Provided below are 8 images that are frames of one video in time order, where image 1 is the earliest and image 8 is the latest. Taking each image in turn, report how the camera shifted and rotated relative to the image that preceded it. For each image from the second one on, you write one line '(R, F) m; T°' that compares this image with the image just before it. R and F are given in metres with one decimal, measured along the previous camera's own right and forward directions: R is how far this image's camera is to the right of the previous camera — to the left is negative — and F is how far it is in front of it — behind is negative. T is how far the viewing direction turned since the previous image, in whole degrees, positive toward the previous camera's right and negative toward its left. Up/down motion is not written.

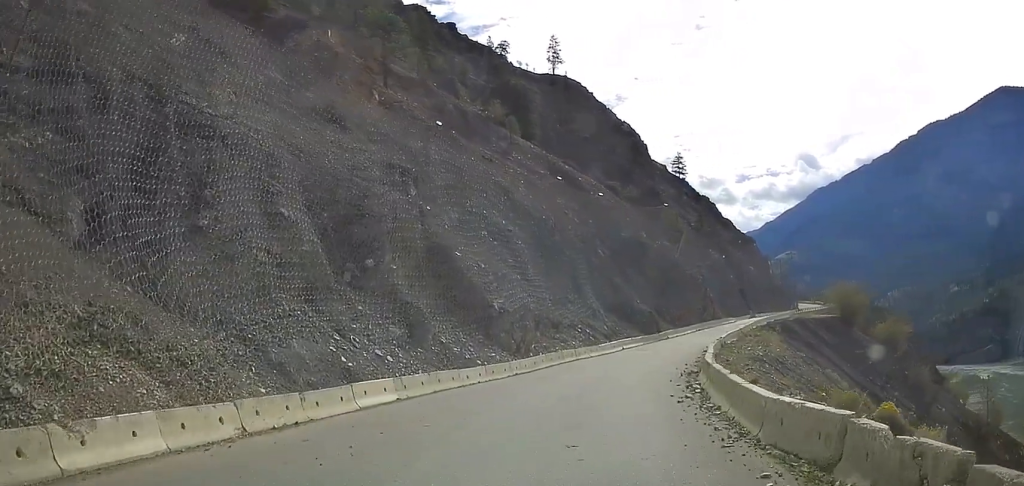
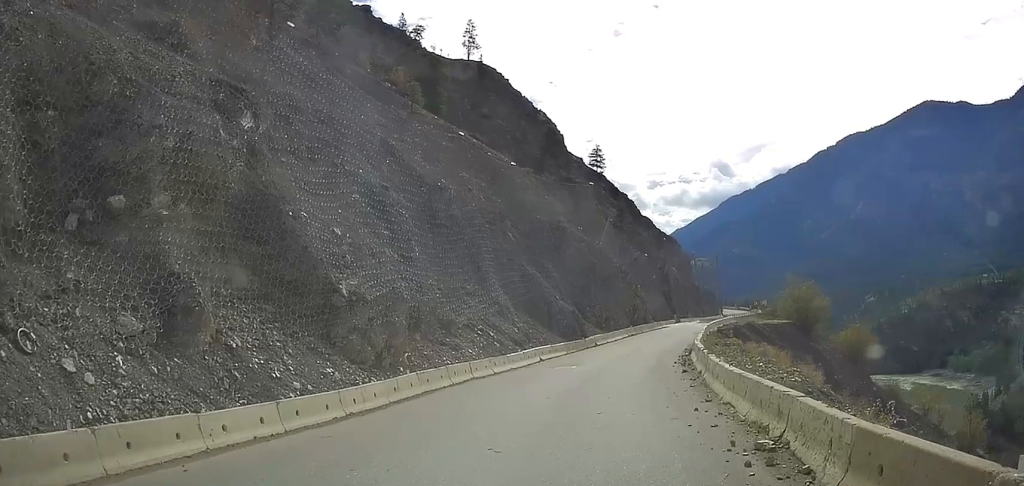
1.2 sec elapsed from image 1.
(+0.2, +13.5) m; +5°
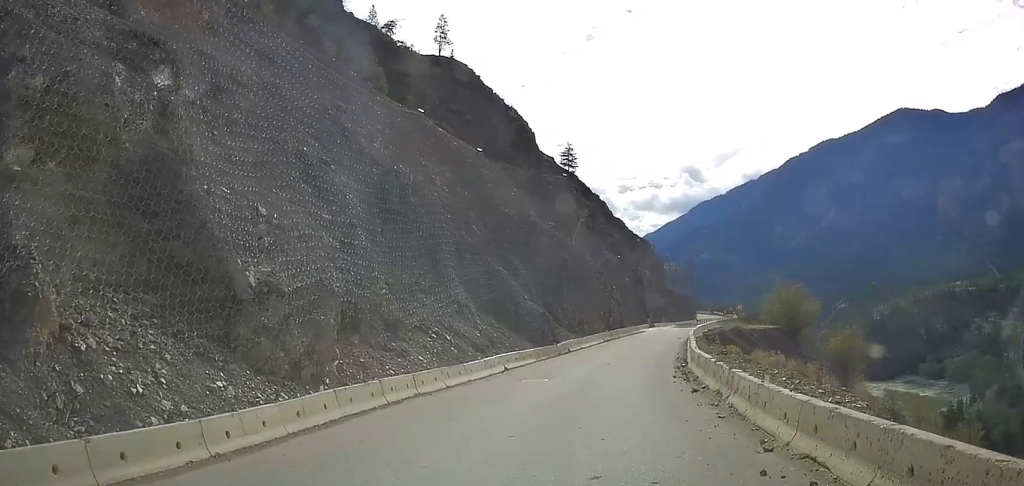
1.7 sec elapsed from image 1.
(+0.1, +5.1) m; +11°
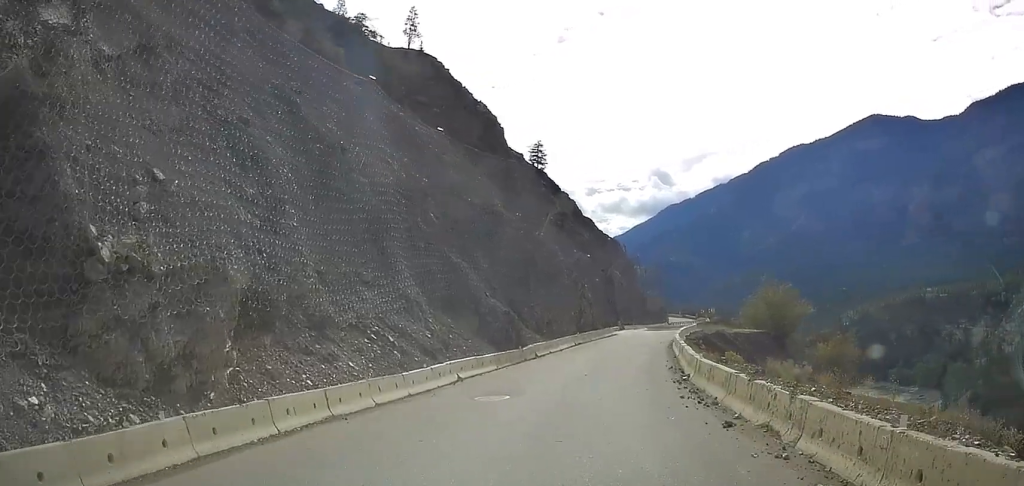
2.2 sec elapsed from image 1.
(-0.7, +5.1) m; +10°
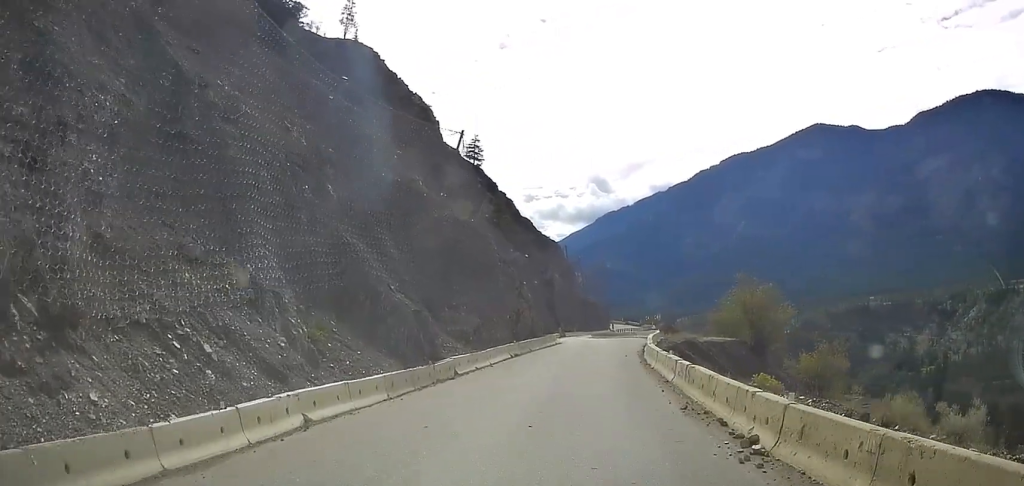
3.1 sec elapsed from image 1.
(+3.3, +9.4) m; -8°
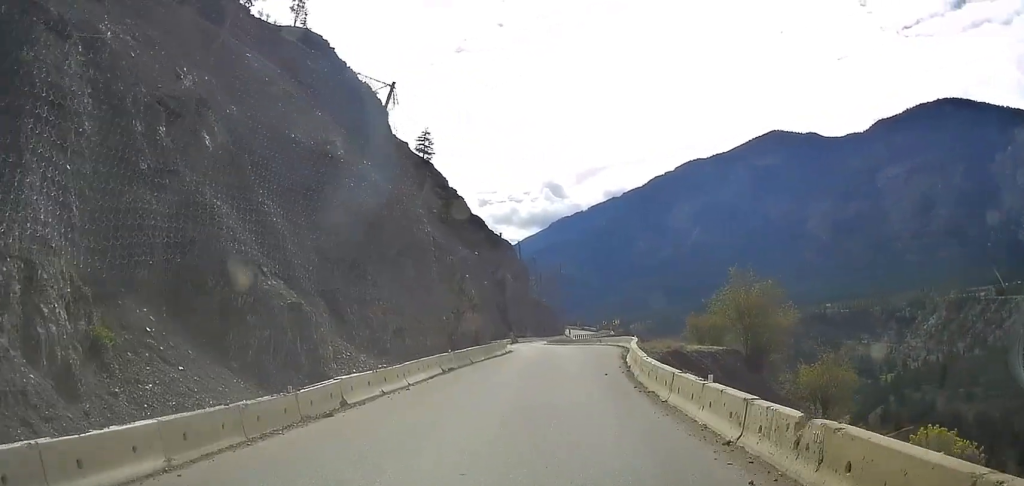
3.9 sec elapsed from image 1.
(-3.4, +9.2) m; -9°
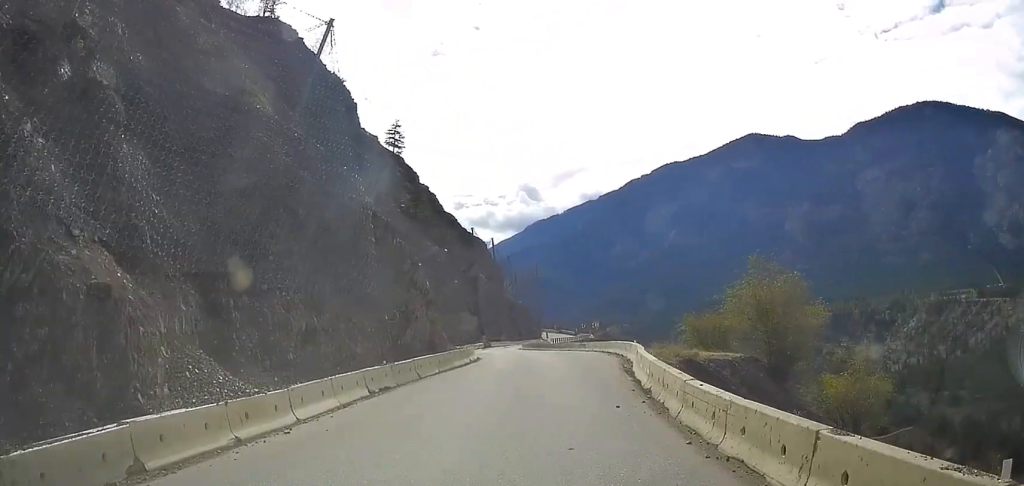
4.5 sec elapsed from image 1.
(-0.2, +8.4) m; +3°
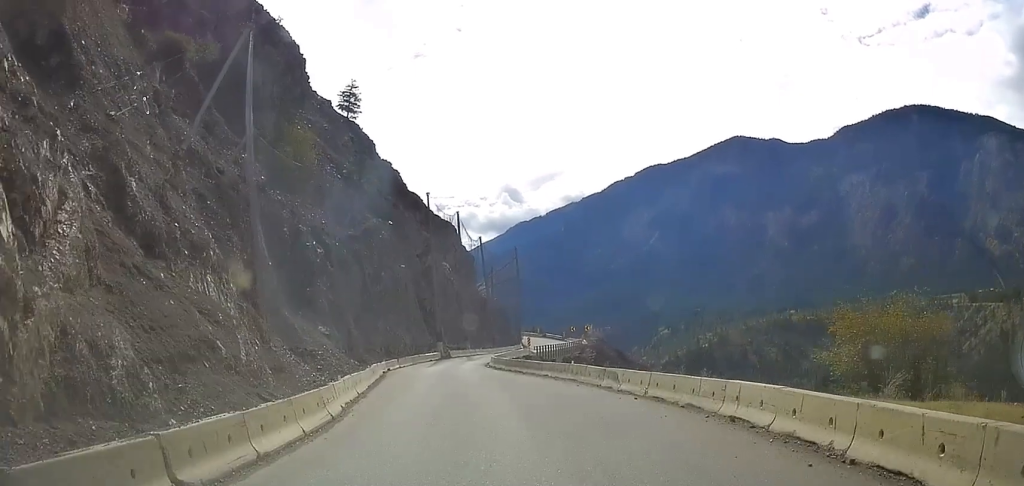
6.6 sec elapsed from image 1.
(+4.9, +26.6) m; +11°
